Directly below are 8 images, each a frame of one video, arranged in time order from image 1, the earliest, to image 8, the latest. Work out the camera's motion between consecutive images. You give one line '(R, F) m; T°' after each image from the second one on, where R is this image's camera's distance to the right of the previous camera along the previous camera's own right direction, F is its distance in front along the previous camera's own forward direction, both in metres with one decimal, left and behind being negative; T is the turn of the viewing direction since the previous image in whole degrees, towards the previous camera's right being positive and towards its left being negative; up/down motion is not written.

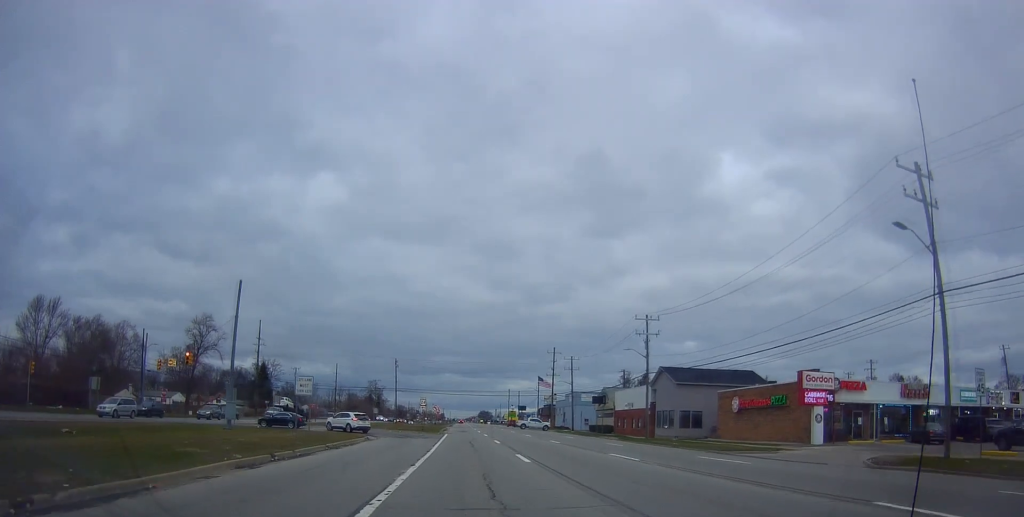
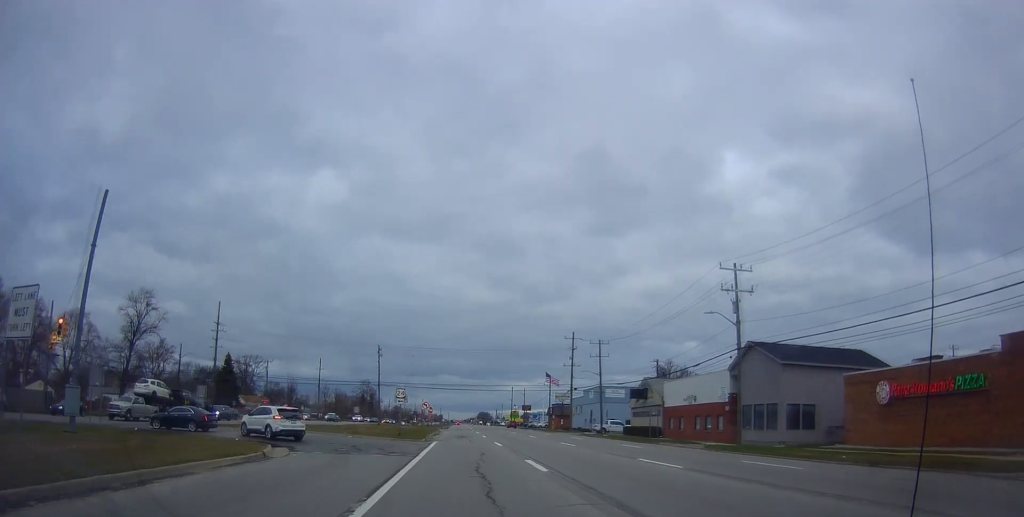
(+0.3, +20.4) m; +1°
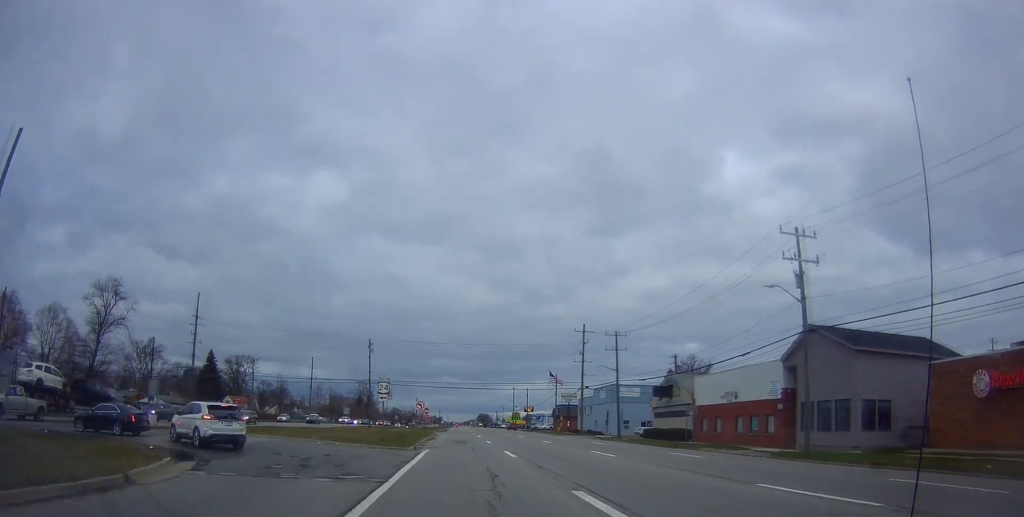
(-0.2, +8.4) m; 0°
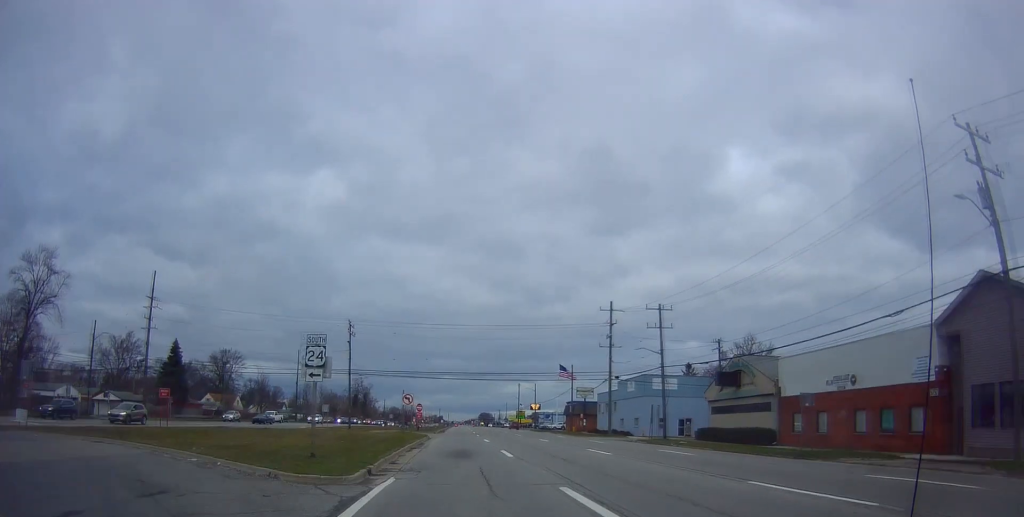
(+0.2, +14.9) m; -1°
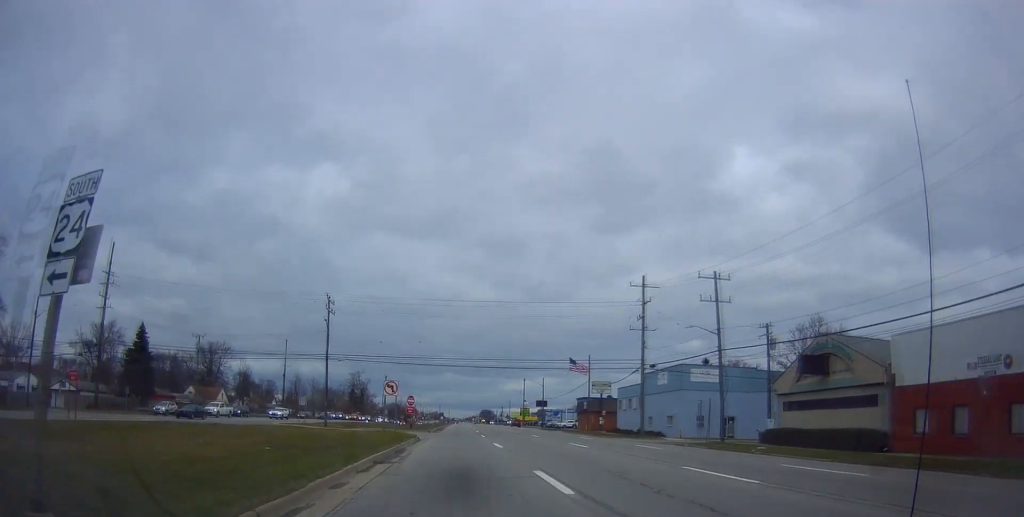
(-0.1, +11.7) m; 0°
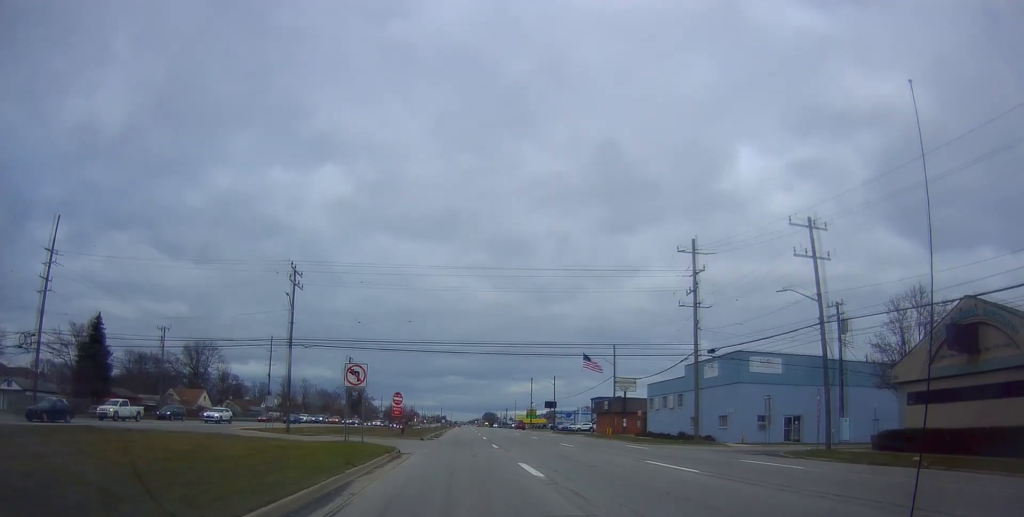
(-0.5, +12.4) m; 0°
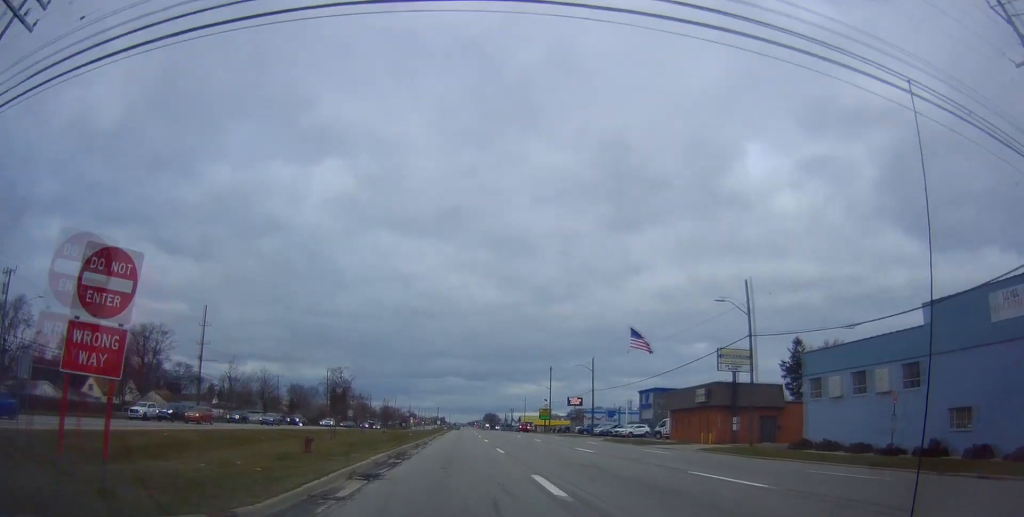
(+0.2, +34.2) m; 0°
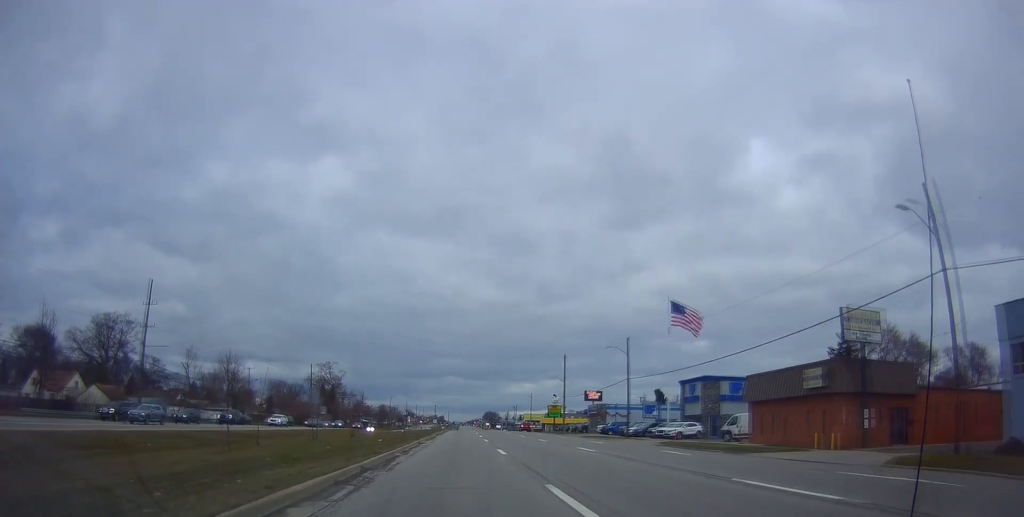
(+0.2, +17.9) m; +1°
